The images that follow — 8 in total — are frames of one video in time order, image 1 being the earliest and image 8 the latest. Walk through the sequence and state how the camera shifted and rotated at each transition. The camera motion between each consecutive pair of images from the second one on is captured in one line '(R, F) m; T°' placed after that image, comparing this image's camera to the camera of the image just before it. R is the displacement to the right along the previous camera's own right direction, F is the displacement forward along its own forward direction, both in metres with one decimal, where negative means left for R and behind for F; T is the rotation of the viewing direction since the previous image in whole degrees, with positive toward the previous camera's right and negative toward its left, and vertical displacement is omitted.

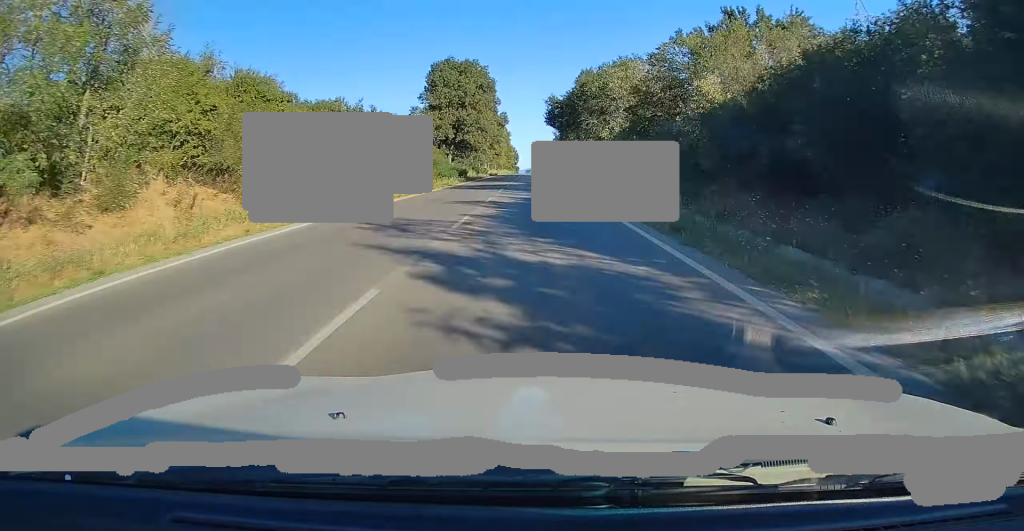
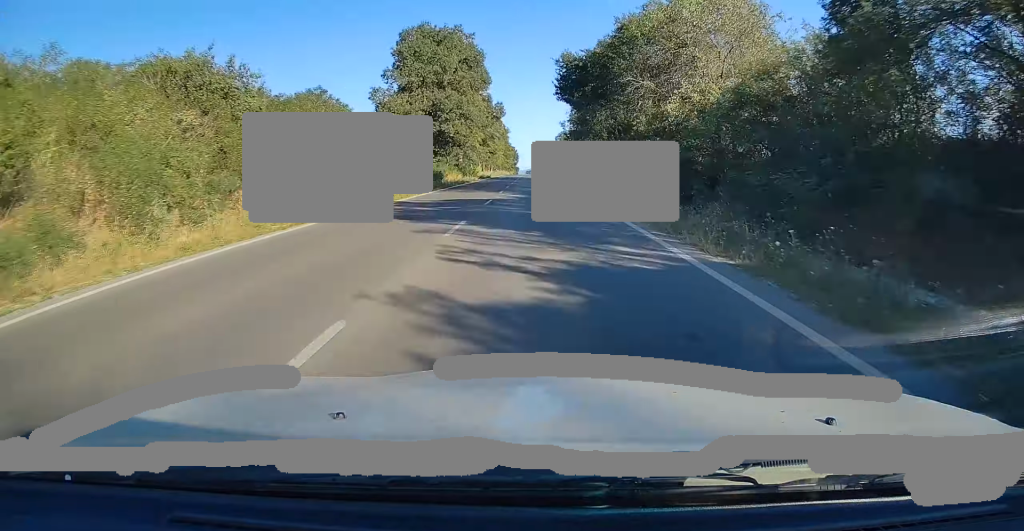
(0.0, +19.4) m; 0°
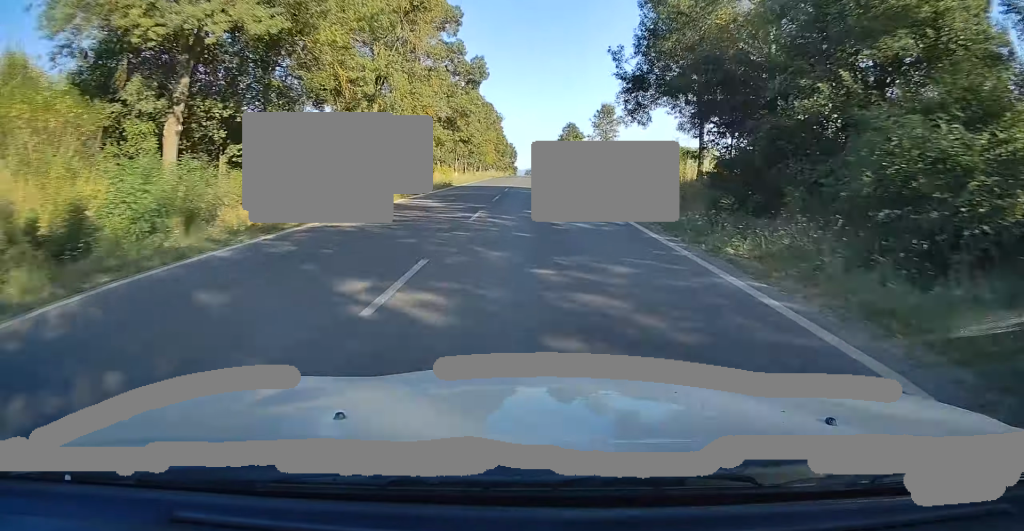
(0.0, +41.9) m; 0°
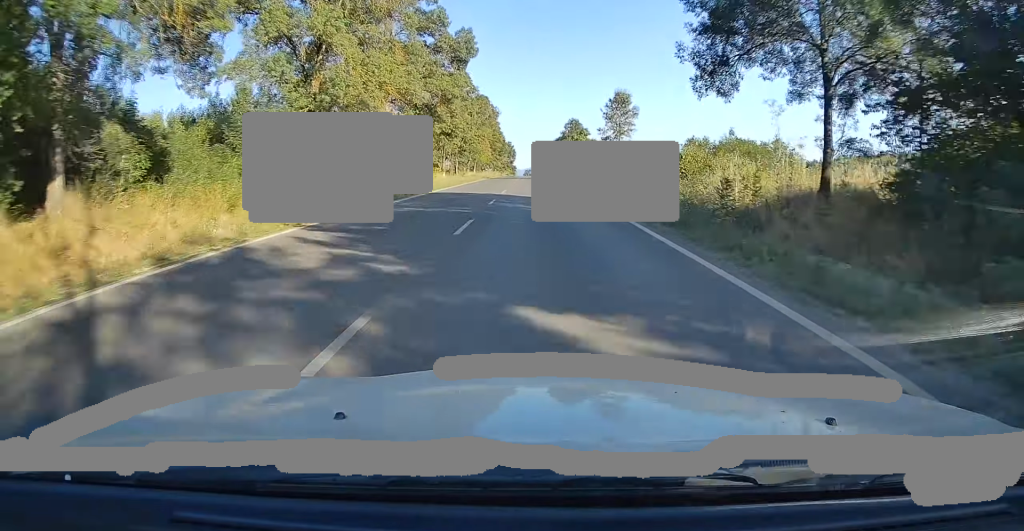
(0.0, +12.1) m; 0°
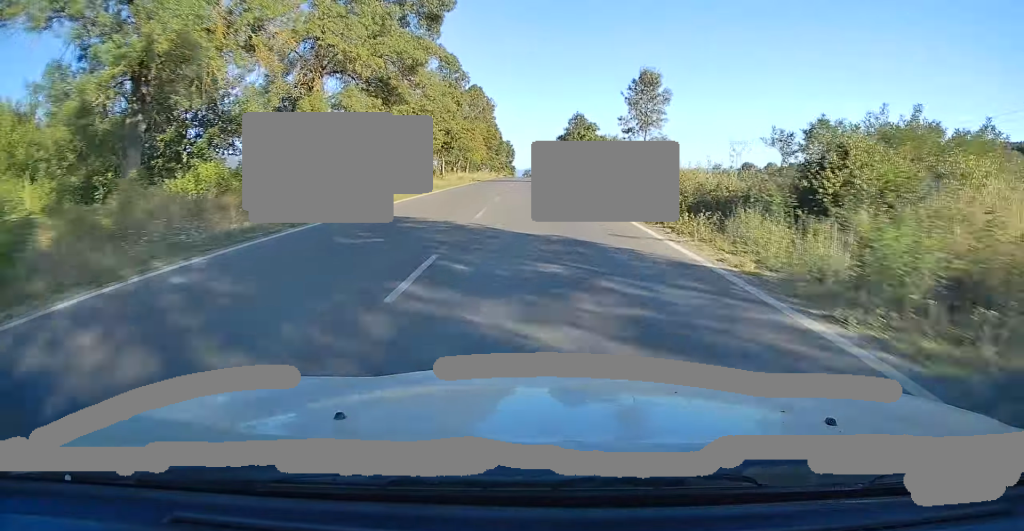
(0.0, +14.5) m; 0°
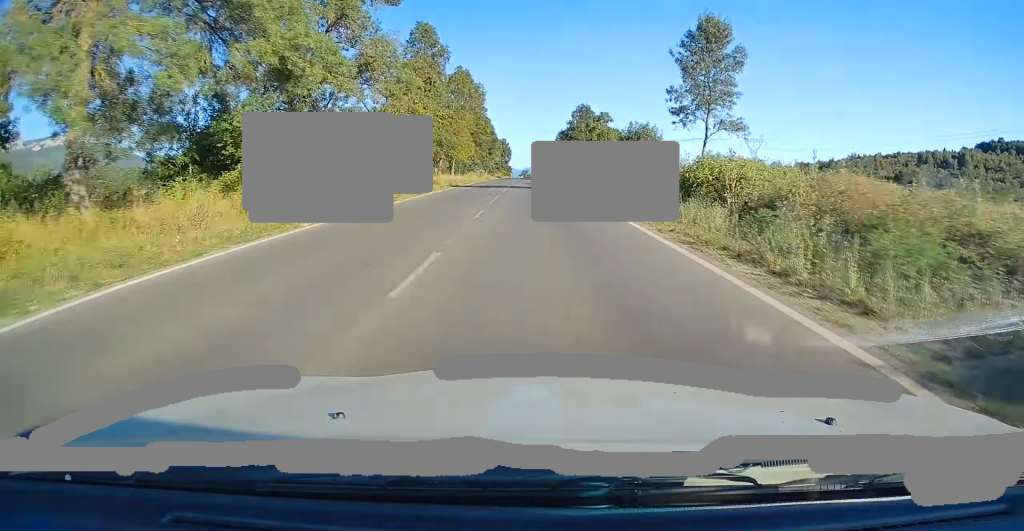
(0.0, +17.8) m; 0°
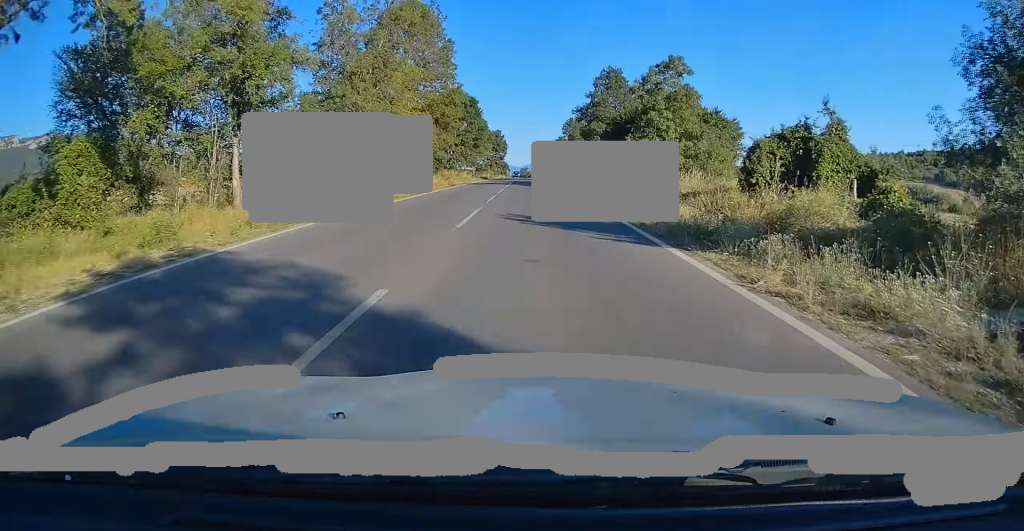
(-0.4, +38.8) m; 0°
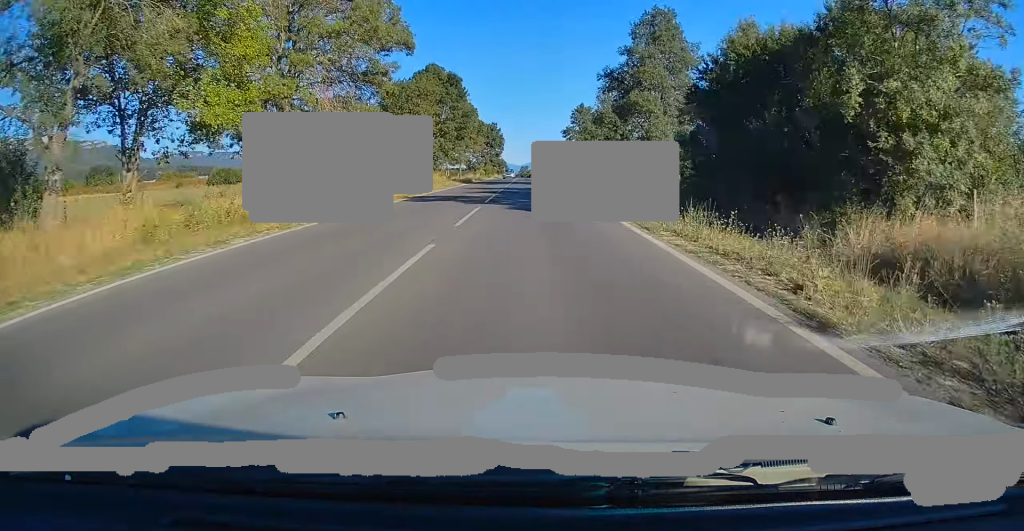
(+0.3, +26.8) m; +1°
